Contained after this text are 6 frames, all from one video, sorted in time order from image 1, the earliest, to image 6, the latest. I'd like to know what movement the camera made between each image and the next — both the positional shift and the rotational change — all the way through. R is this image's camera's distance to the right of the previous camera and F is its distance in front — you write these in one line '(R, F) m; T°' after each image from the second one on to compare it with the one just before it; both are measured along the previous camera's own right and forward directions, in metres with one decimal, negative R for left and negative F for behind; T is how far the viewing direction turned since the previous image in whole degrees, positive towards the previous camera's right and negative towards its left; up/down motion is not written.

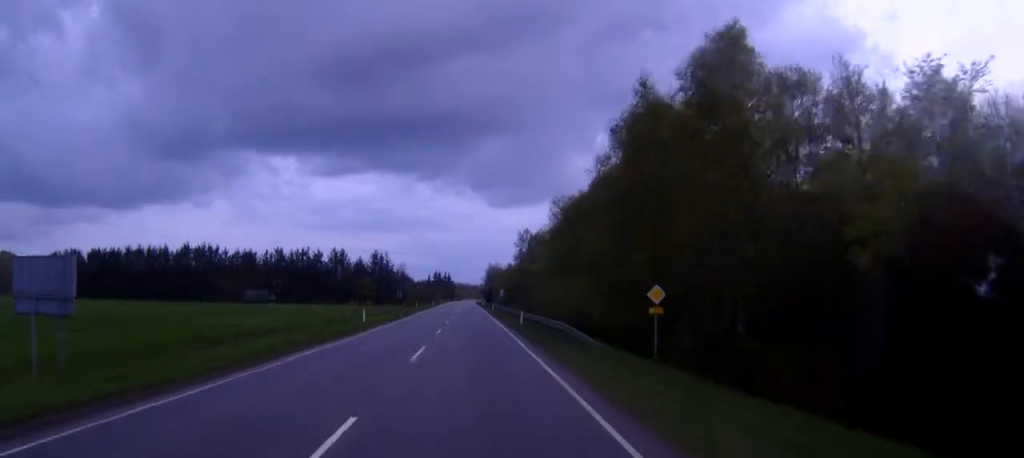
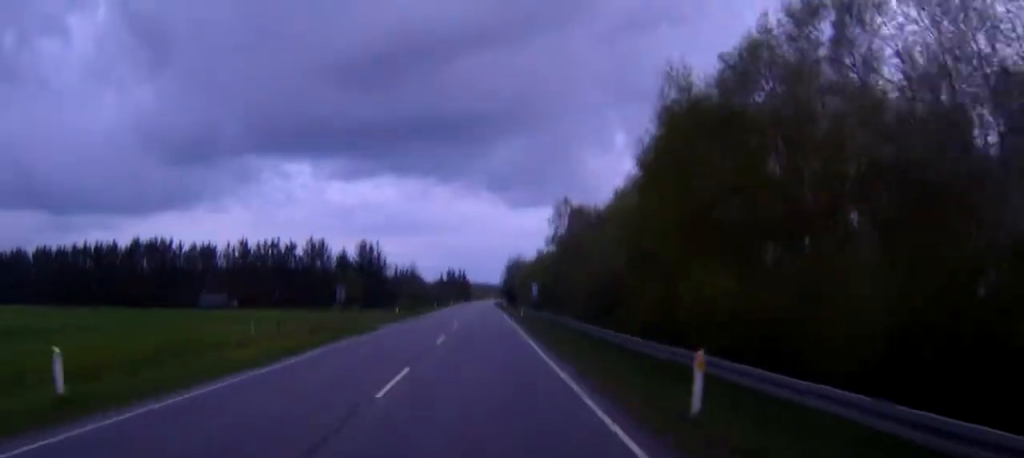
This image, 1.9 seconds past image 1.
(-0.1, +38.3) m; 0°
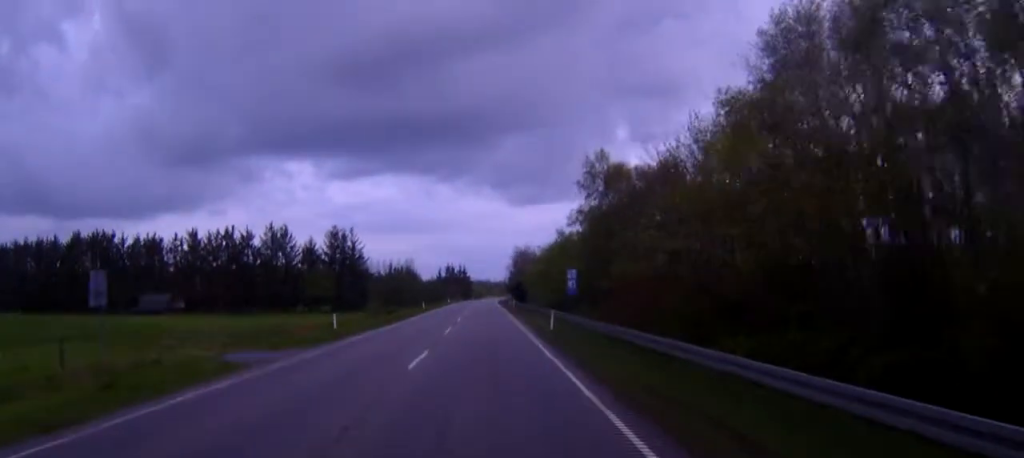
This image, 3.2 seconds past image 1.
(-0.1, +26.3) m; -1°
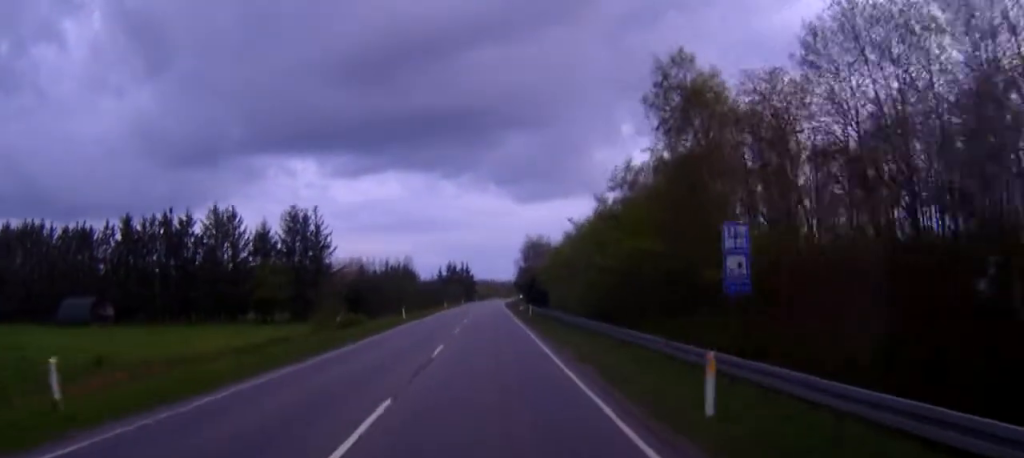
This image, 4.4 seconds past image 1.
(-0.3, +24.6) m; -1°
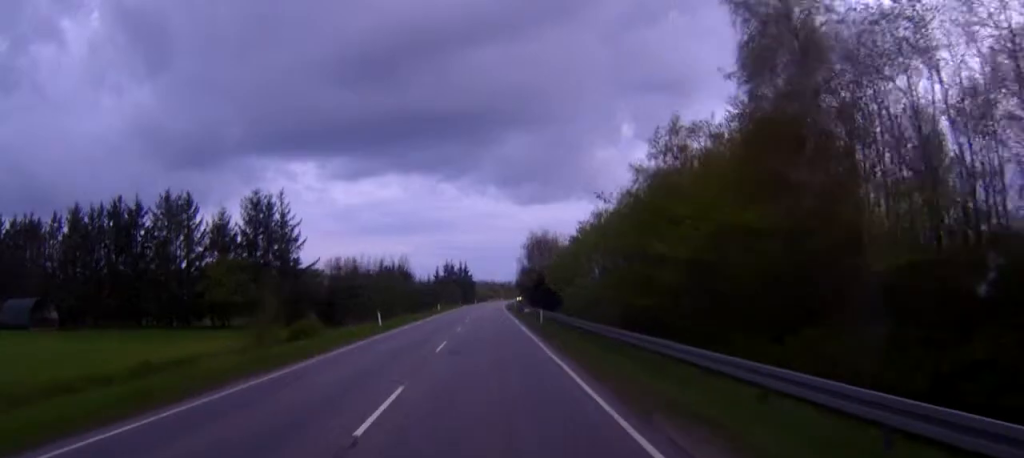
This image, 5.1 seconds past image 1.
(0.0, +13.2) m; 0°
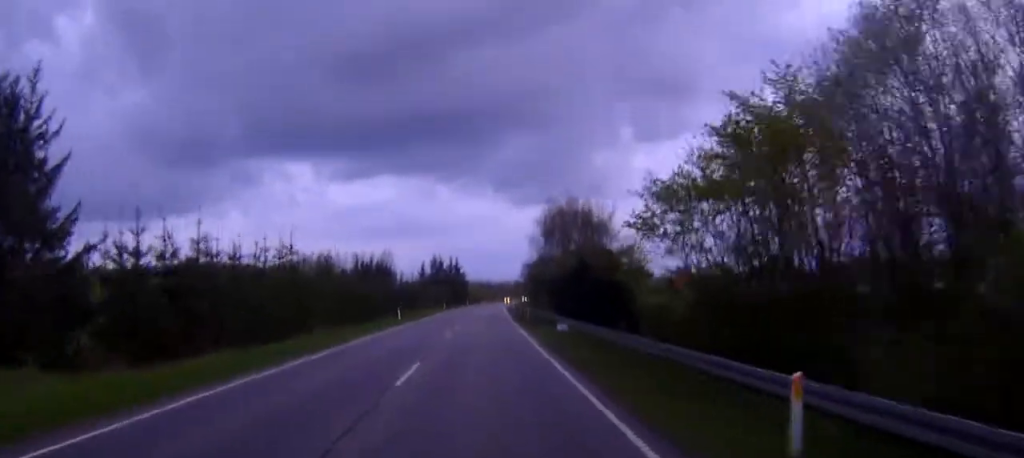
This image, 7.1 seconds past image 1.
(+0.2, +39.9) m; +1°
